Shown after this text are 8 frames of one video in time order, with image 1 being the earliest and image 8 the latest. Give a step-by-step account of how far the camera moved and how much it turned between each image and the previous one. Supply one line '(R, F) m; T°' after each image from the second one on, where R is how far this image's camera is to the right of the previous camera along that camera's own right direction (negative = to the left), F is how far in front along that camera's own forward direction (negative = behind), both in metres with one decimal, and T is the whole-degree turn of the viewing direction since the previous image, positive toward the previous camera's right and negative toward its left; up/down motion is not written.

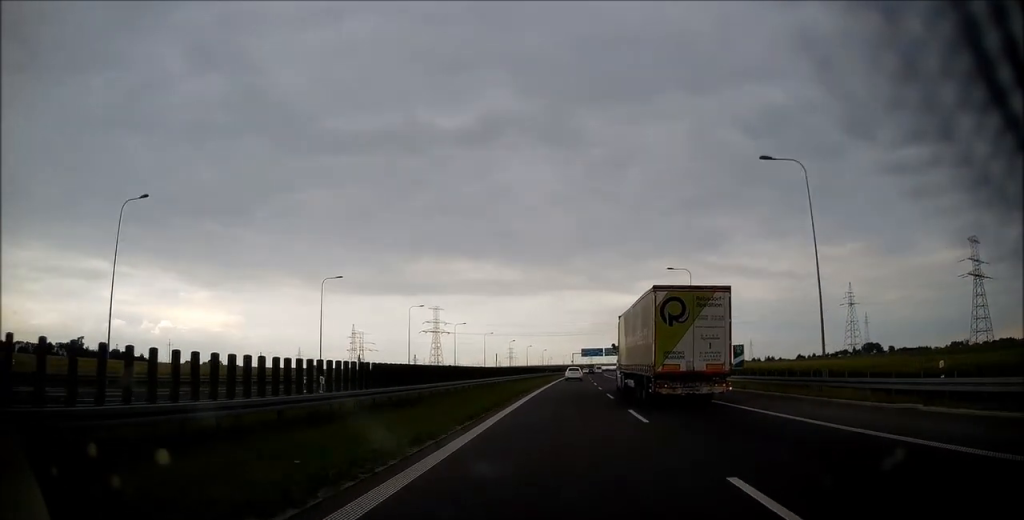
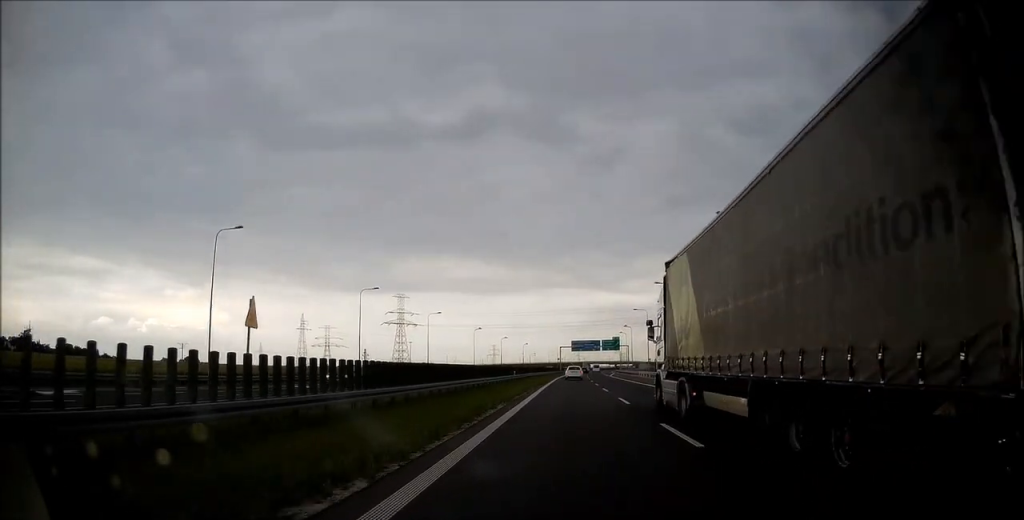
(+0.4, +51.9) m; +1°
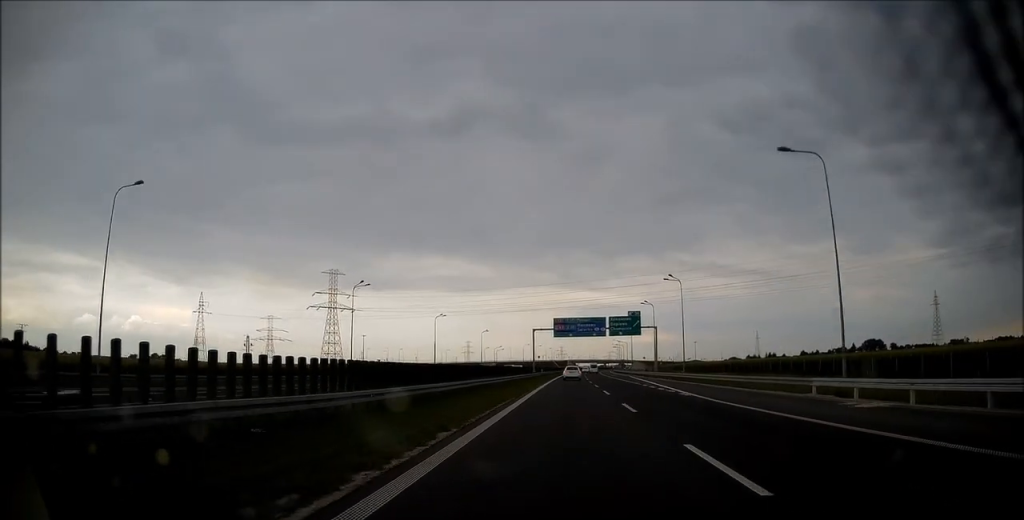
(+1.1, +74.4) m; +2°
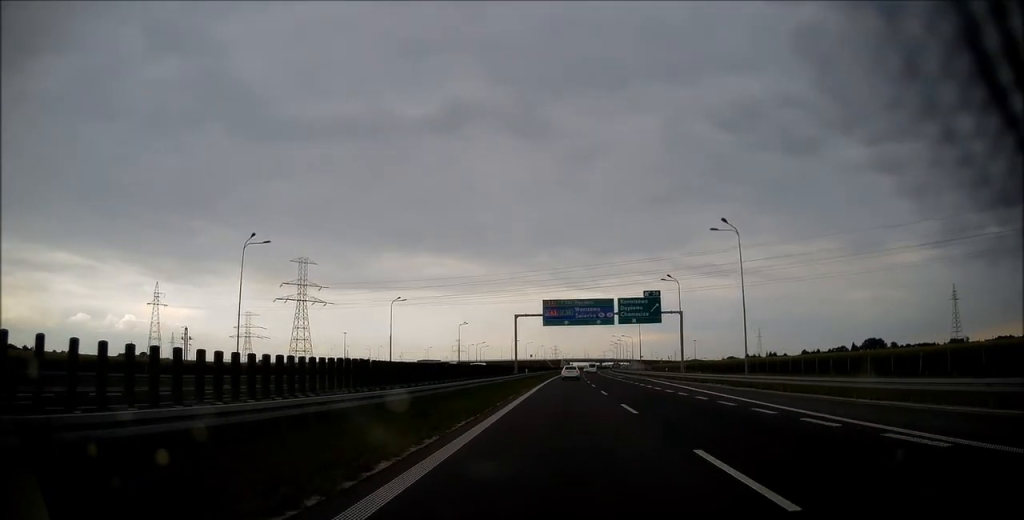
(+0.1, +24.3) m; +1°
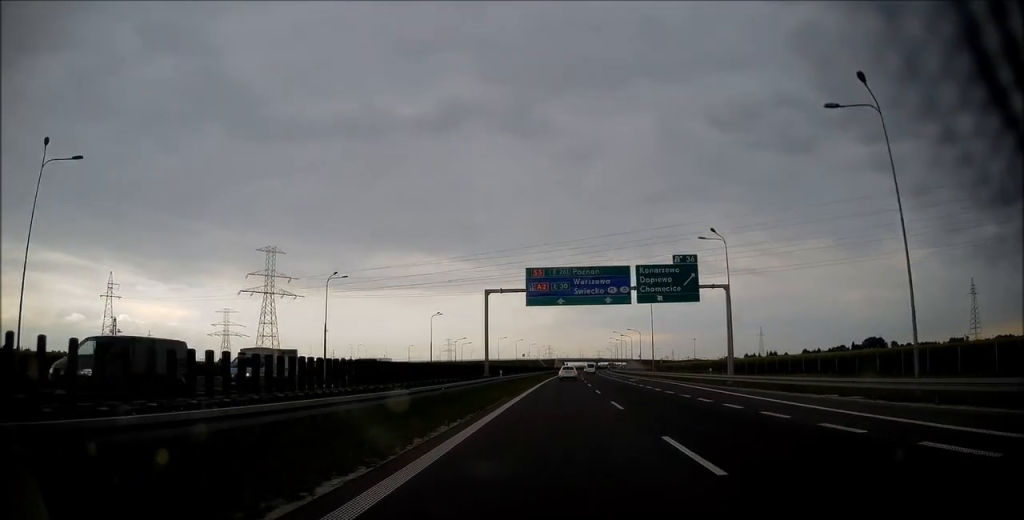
(+0.2, +21.8) m; +1°
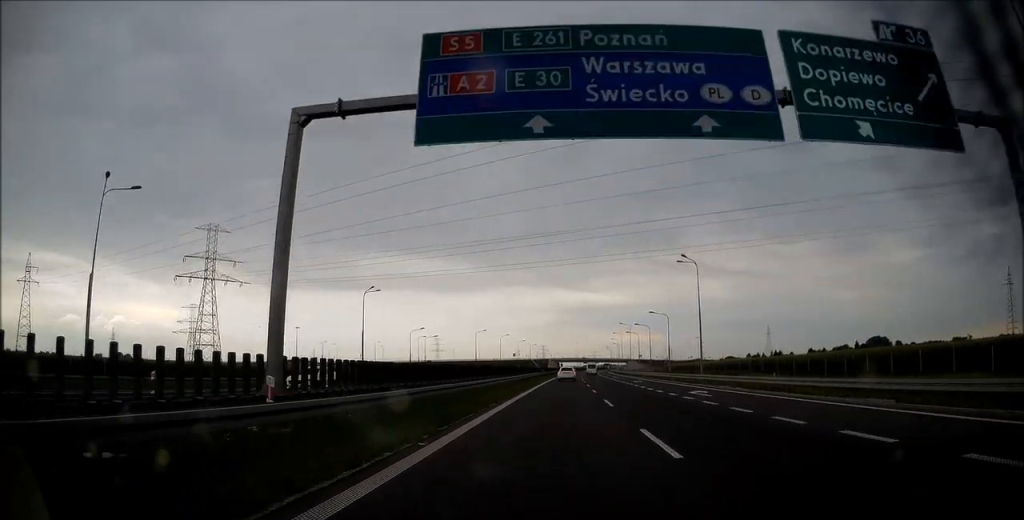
(+0.1, +34.1) m; 0°
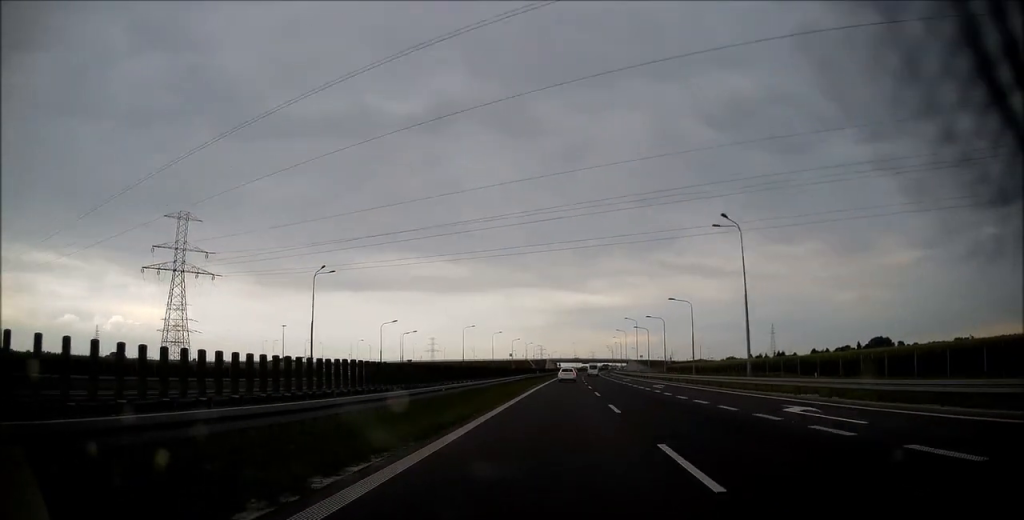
(0.0, +14.7) m; 0°
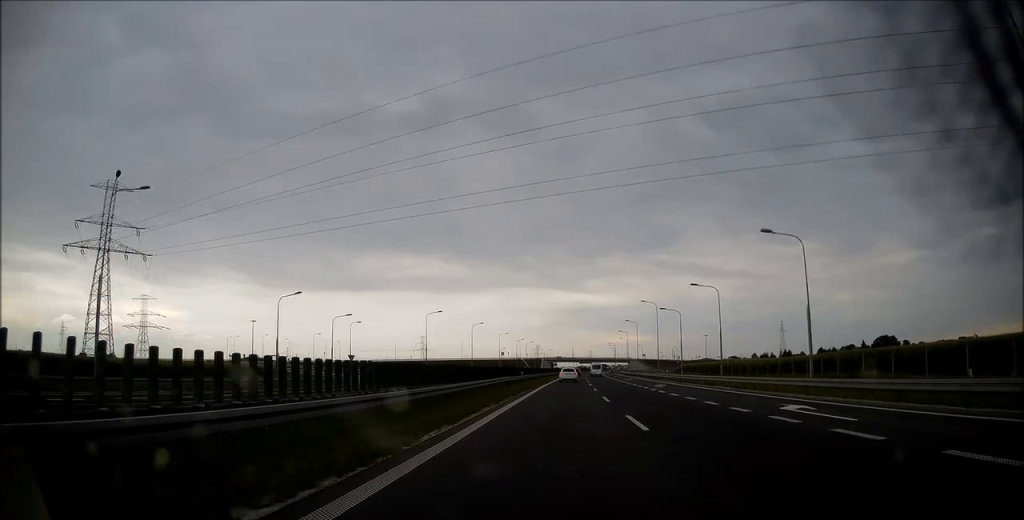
(+0.1, +29.4) m; 0°
